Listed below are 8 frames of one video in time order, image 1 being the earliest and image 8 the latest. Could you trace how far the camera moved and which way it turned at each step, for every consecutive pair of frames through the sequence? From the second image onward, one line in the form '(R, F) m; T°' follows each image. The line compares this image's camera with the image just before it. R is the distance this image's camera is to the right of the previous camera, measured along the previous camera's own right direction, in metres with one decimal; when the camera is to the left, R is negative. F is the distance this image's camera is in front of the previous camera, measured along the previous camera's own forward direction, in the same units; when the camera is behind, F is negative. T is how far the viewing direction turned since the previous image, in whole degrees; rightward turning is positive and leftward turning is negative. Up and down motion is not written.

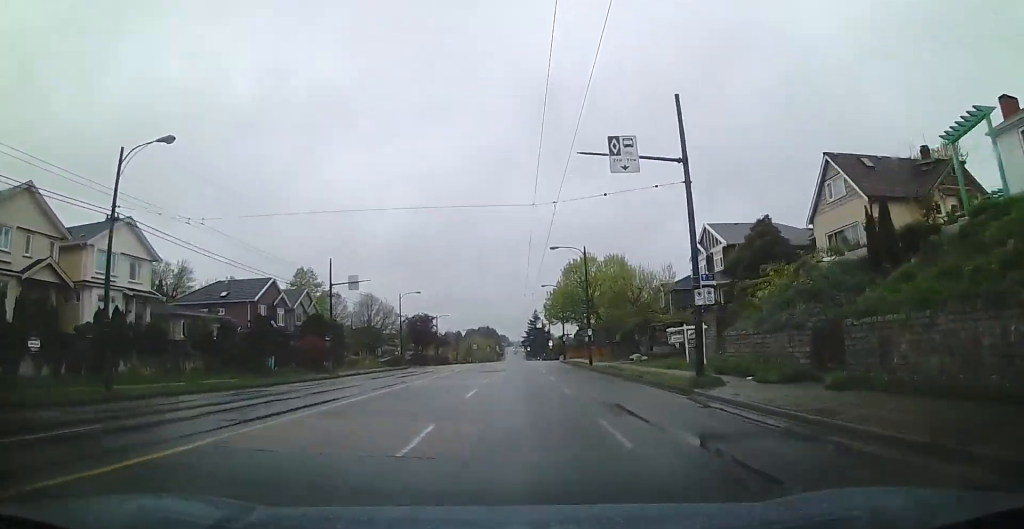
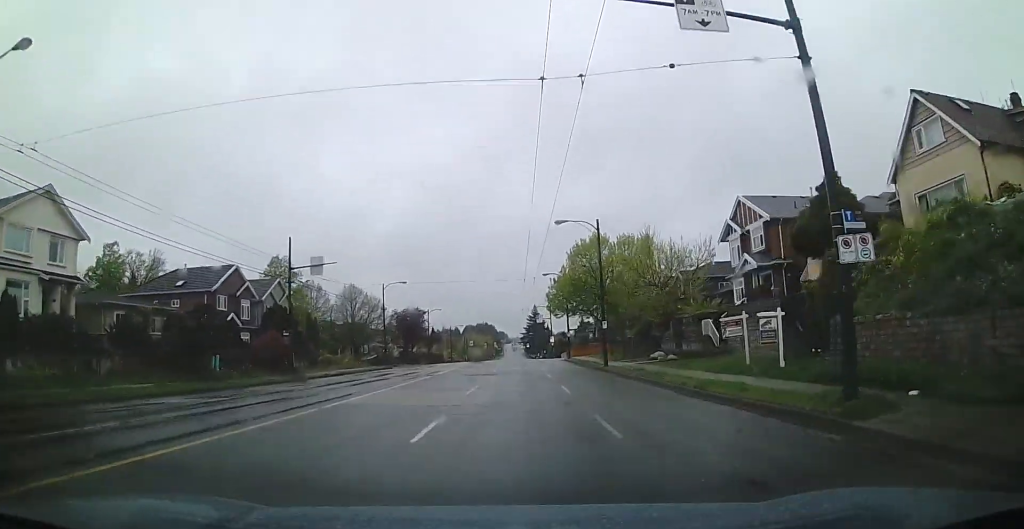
(+0.1, +8.4) m; 0°
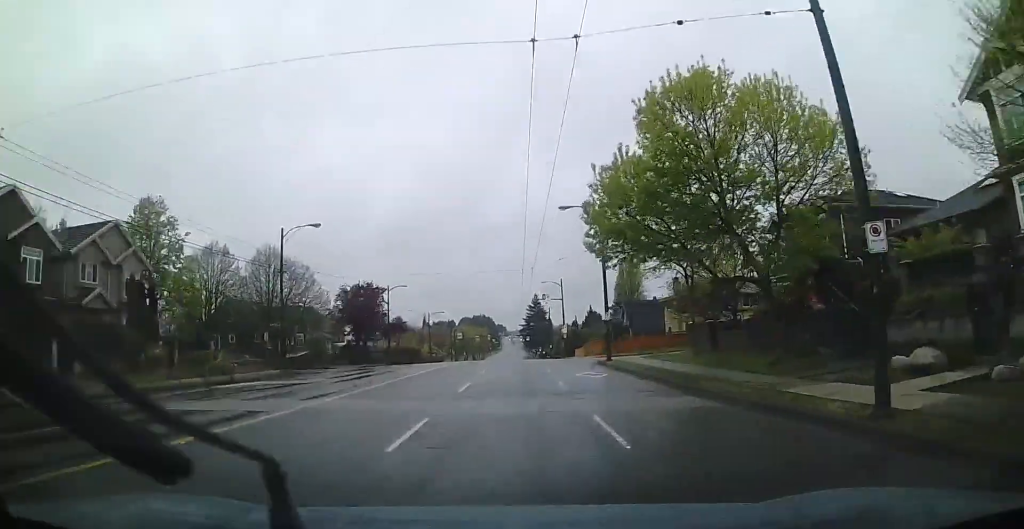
(+0.3, +27.9) m; +1°
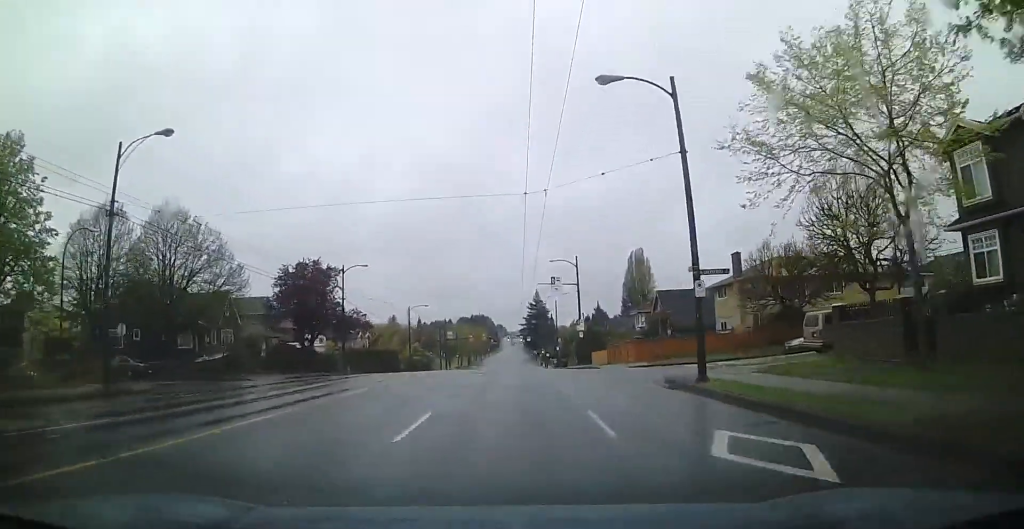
(+0.2, +17.2) m; +1°
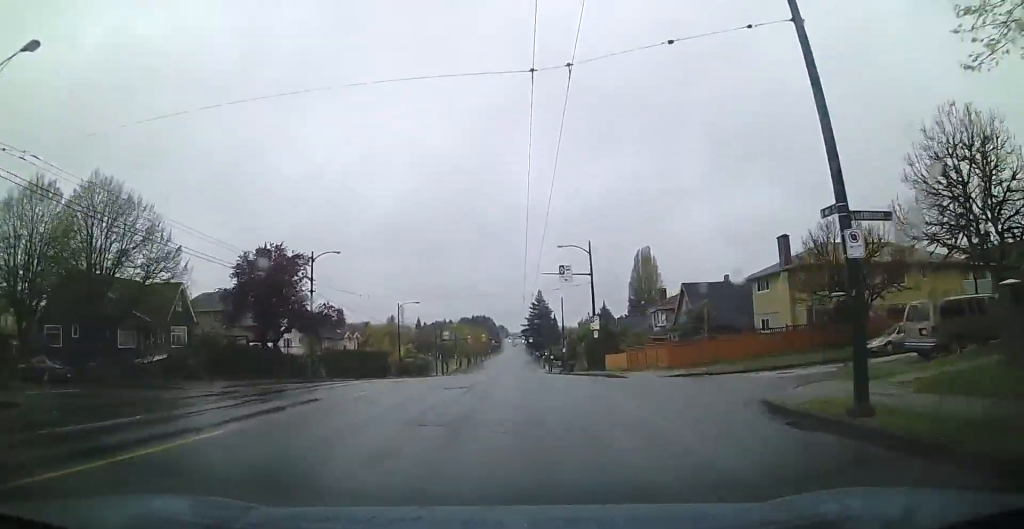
(0.0, +8.0) m; 0°
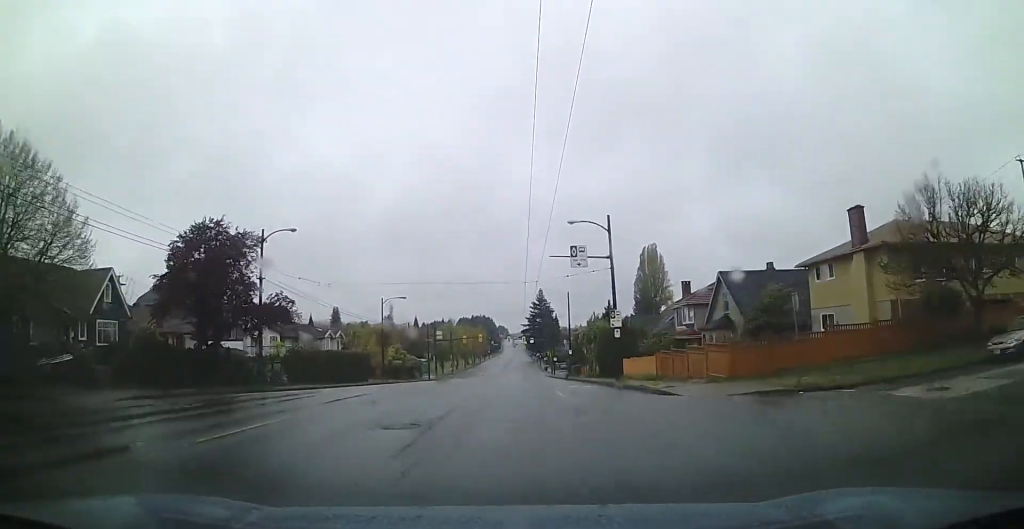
(0.0, +8.6) m; 0°
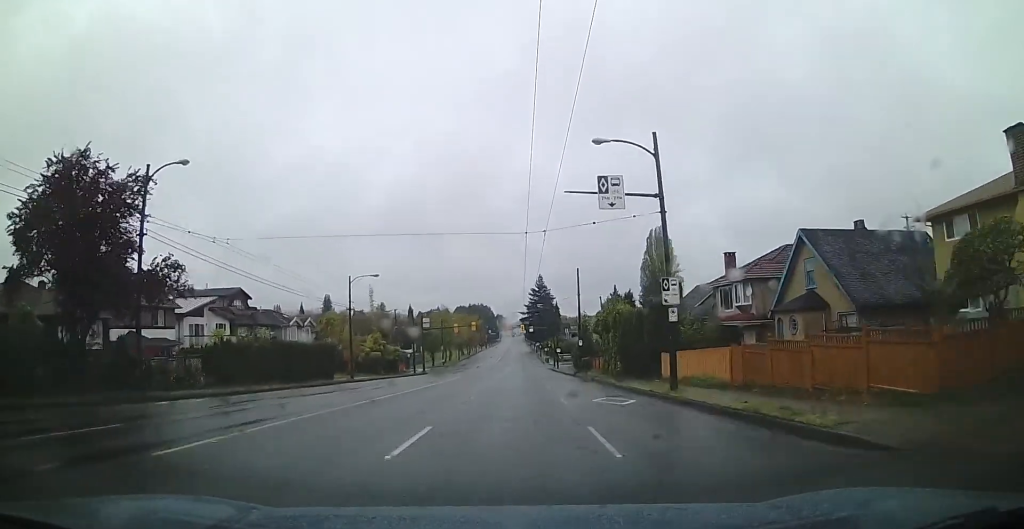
(0.0, +11.7) m; 0°
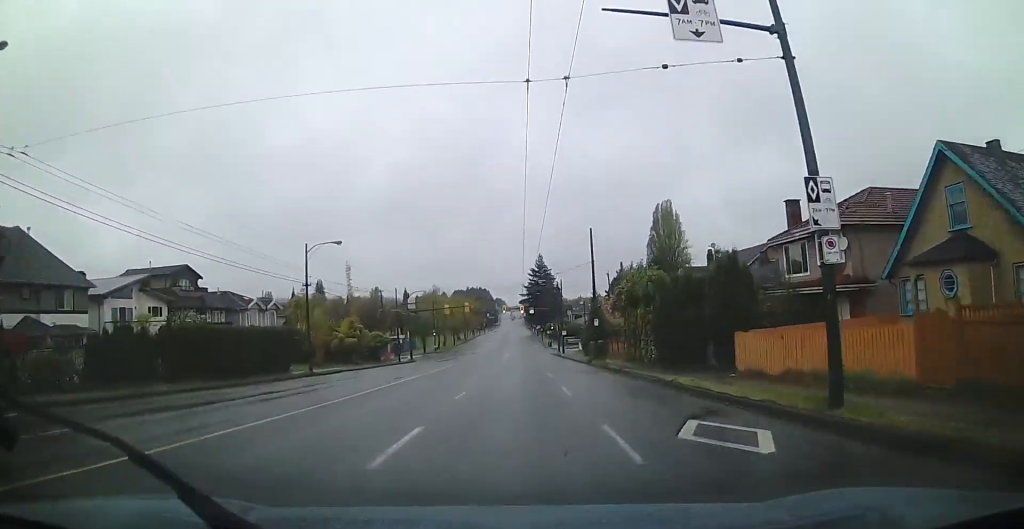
(0.0, +10.6) m; -1°
